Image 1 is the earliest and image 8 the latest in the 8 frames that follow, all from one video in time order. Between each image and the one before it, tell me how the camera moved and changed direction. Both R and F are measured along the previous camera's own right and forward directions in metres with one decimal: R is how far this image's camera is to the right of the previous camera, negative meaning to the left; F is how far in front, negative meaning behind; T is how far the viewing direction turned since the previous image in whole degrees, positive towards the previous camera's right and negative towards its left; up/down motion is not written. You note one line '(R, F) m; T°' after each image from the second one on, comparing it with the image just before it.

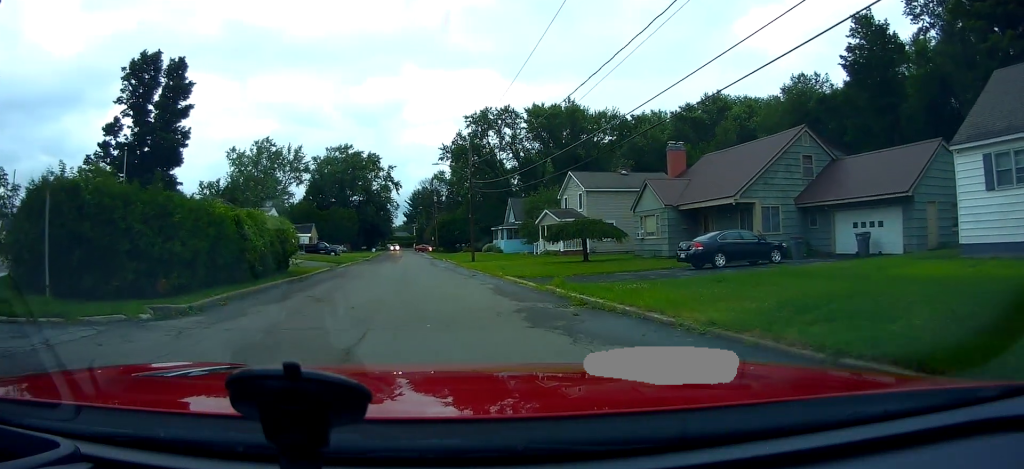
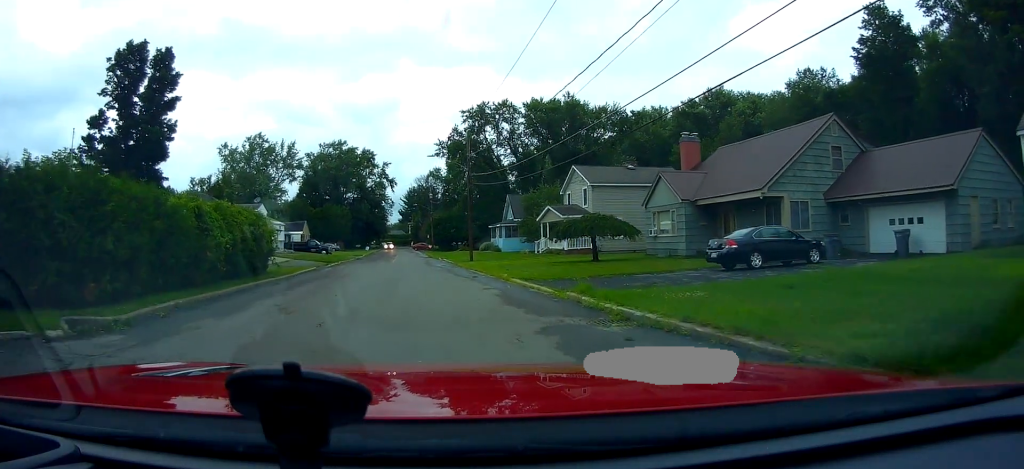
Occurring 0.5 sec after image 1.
(-0.1, +3.1) m; +1°
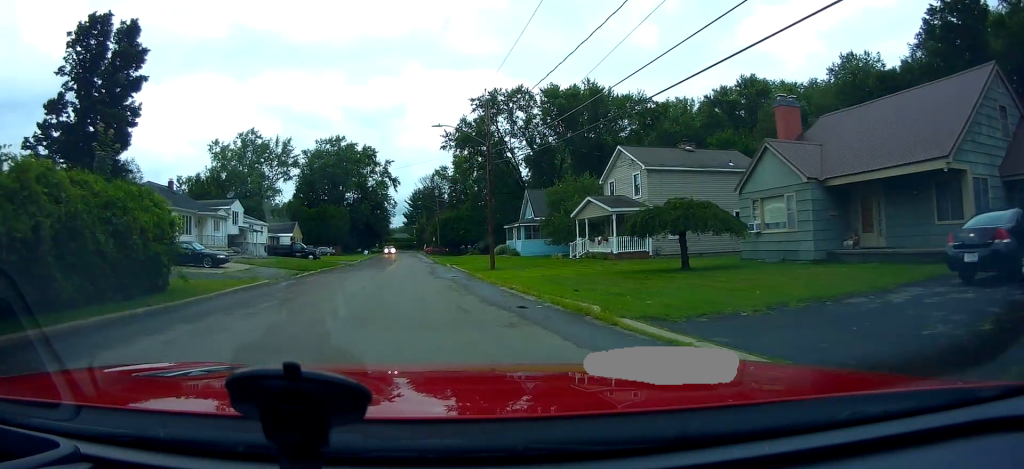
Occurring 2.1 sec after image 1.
(+0.4, +10.8) m; +3°
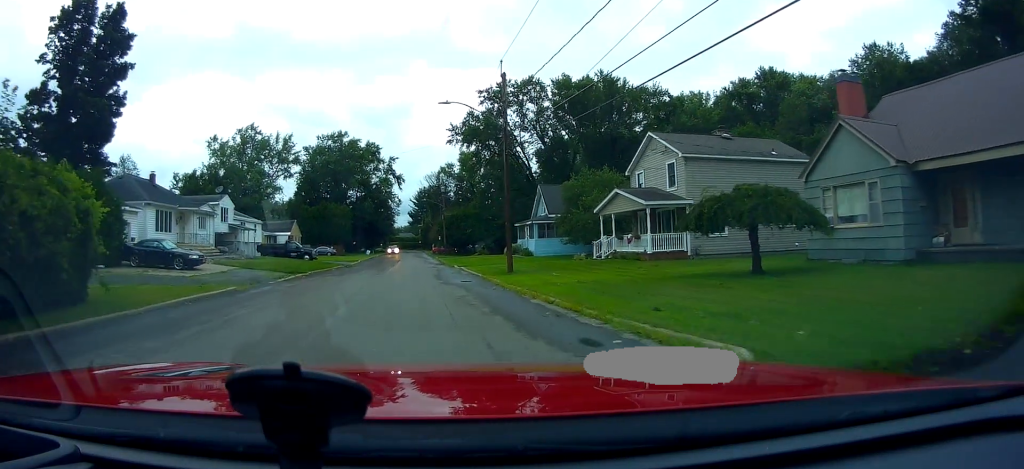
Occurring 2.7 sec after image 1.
(0.0, +4.8) m; -1°
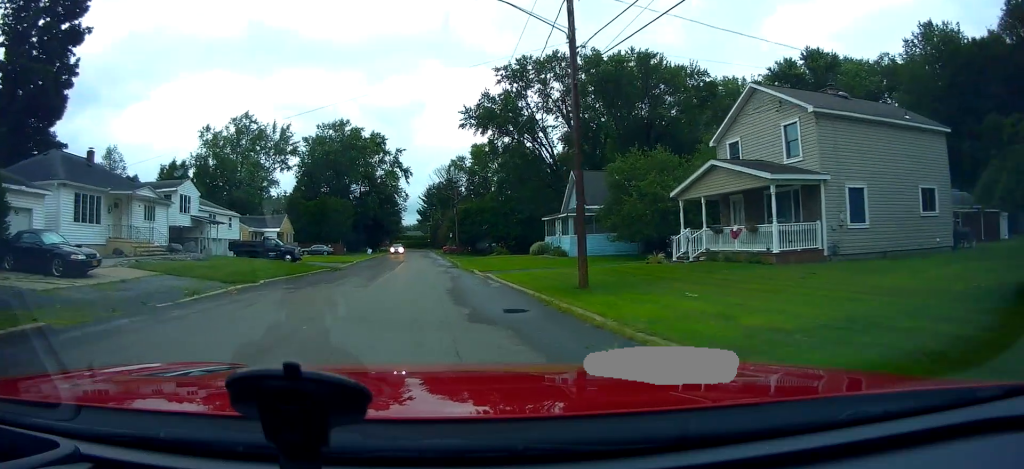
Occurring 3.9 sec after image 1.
(-0.3, +10.9) m; -2°
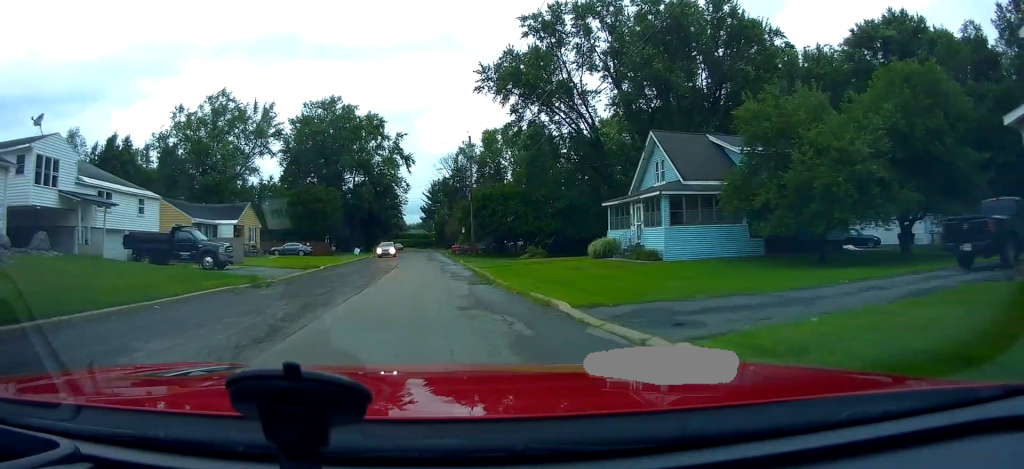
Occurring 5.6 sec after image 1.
(-0.4, +18.1) m; -2°
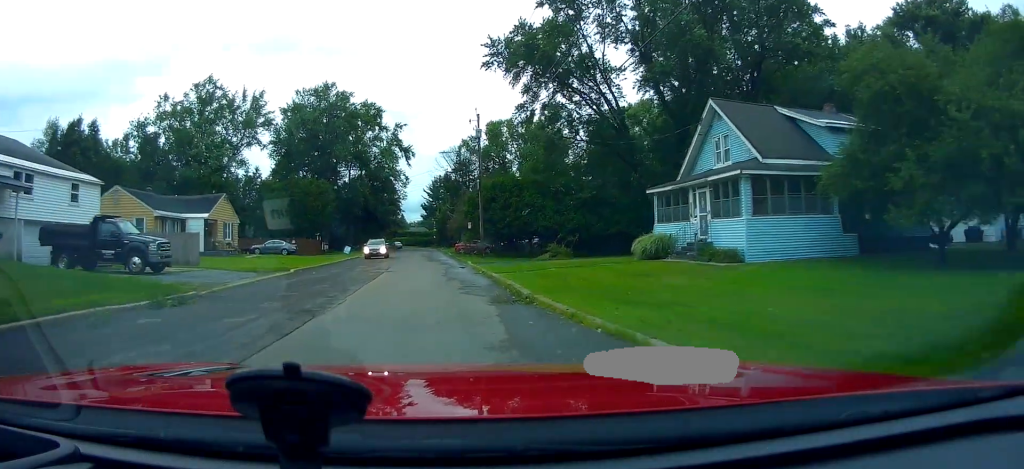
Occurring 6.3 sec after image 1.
(-0.1, +7.8) m; 0°
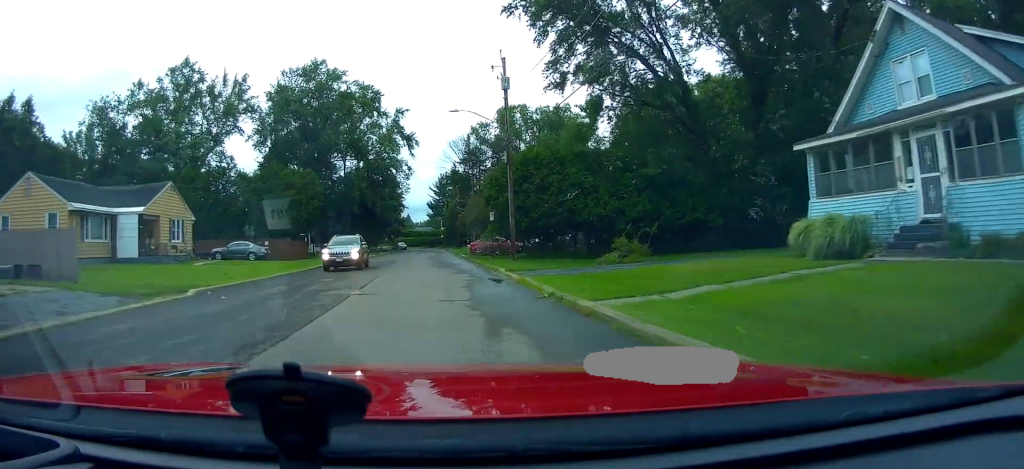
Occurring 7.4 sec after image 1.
(0.0, +12.6) m; +1°
